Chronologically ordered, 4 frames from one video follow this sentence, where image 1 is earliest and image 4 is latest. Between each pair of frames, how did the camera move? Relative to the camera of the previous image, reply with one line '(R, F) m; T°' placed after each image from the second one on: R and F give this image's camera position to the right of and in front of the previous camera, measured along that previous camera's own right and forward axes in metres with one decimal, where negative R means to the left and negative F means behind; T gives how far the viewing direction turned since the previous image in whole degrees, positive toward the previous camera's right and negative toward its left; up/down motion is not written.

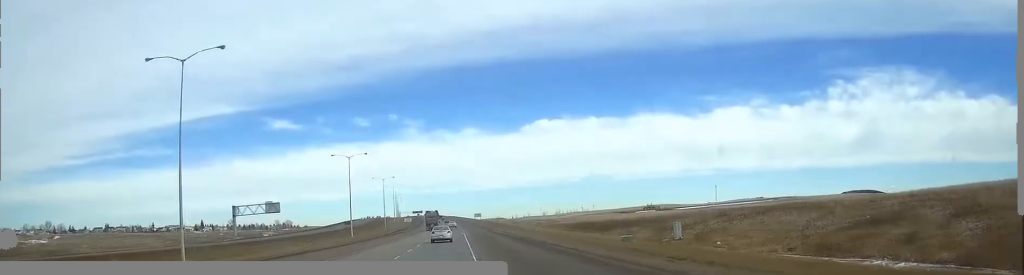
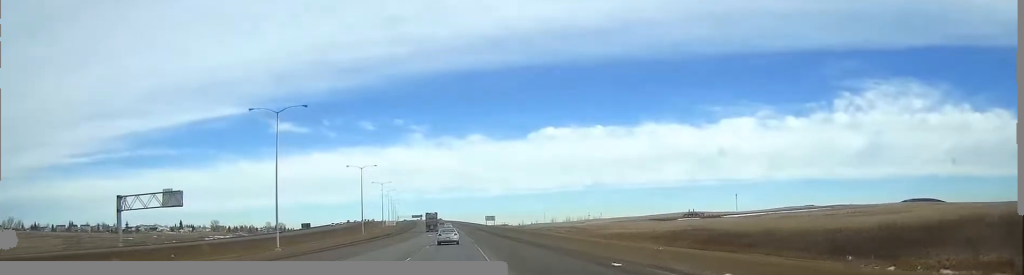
(-0.5, +72.7) m; -1°
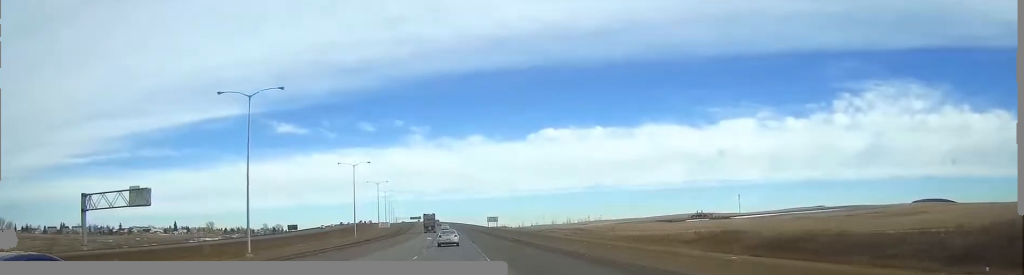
(-0.1, +13.6) m; 0°
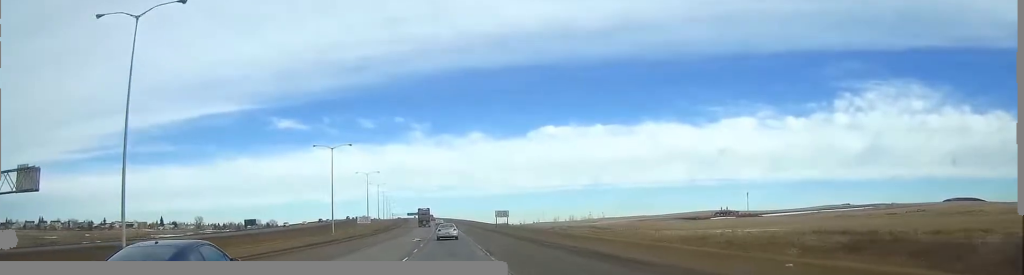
(+0.1, +33.8) m; 0°
